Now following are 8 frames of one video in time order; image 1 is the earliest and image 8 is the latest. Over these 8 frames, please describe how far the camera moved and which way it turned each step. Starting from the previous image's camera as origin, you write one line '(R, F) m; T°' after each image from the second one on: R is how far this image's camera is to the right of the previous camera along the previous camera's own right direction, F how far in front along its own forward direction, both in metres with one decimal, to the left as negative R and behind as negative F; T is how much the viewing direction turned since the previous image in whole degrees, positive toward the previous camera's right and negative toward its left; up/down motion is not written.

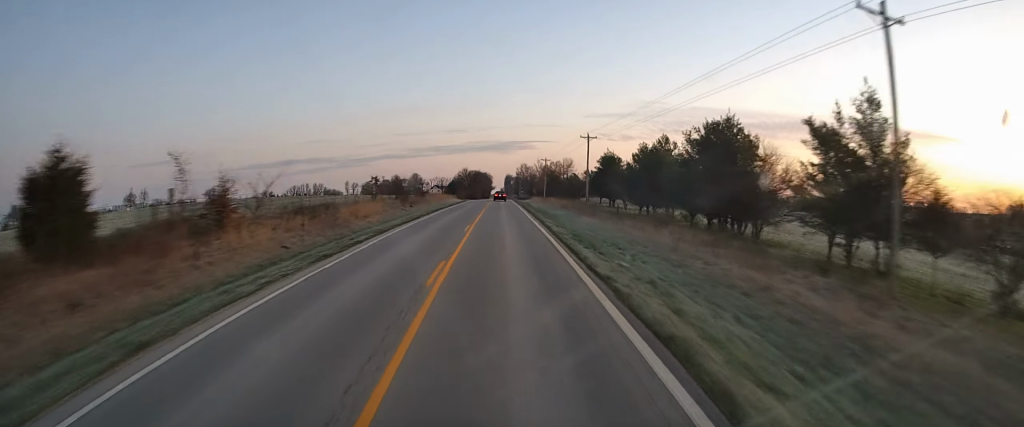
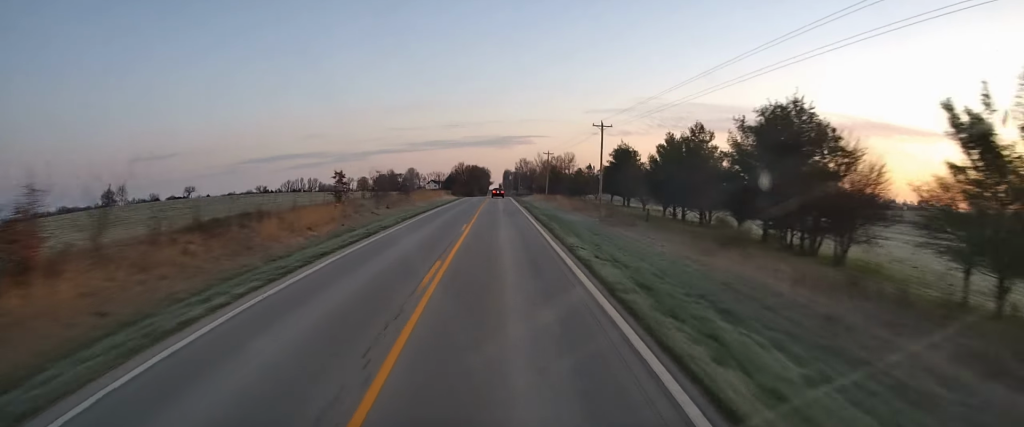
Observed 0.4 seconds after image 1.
(-0.1, +12.8) m; 0°
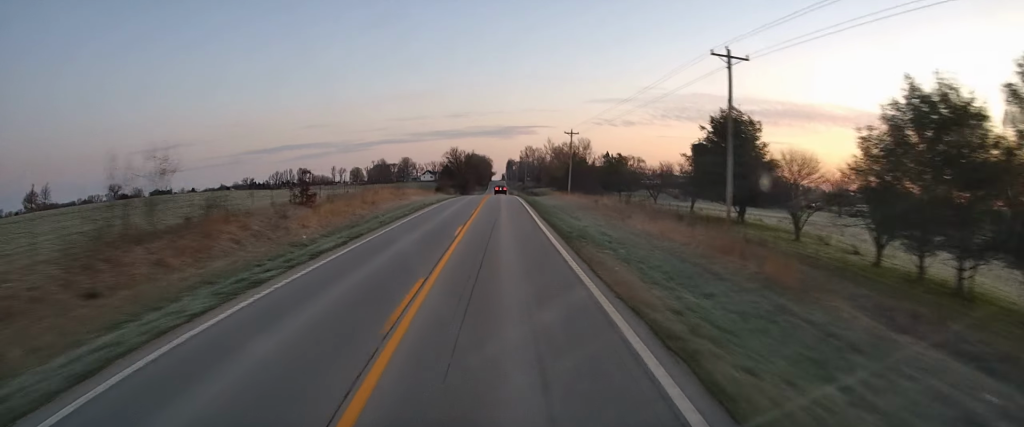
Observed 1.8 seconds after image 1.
(0.0, +41.0) m; +1°
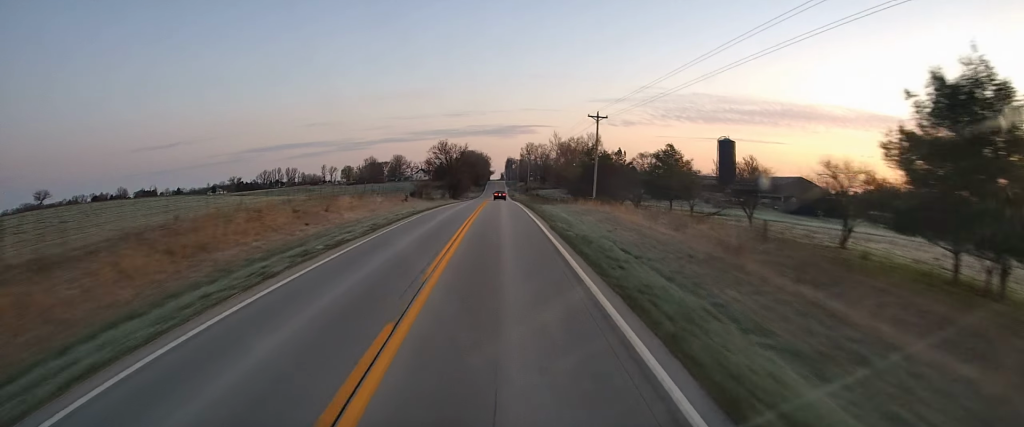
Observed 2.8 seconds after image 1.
(+0.5, +28.1) m; 0°
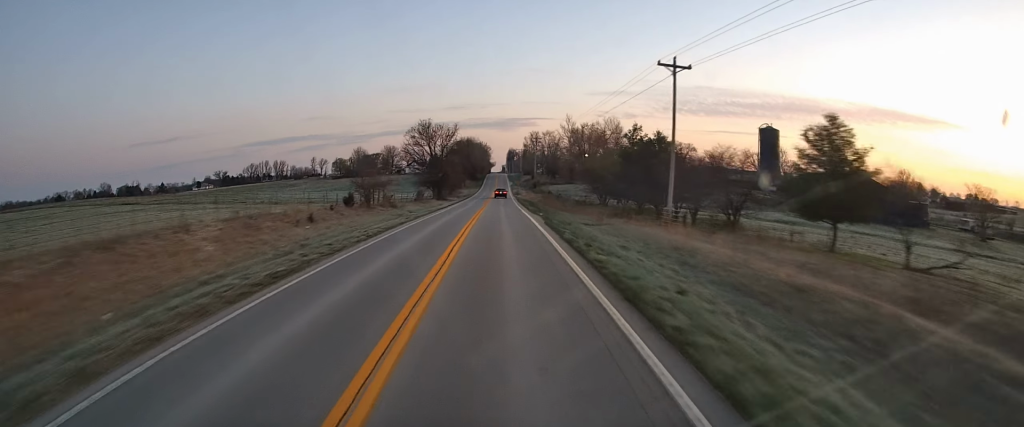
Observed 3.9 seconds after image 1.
(-0.6, +32.7) m; -2°
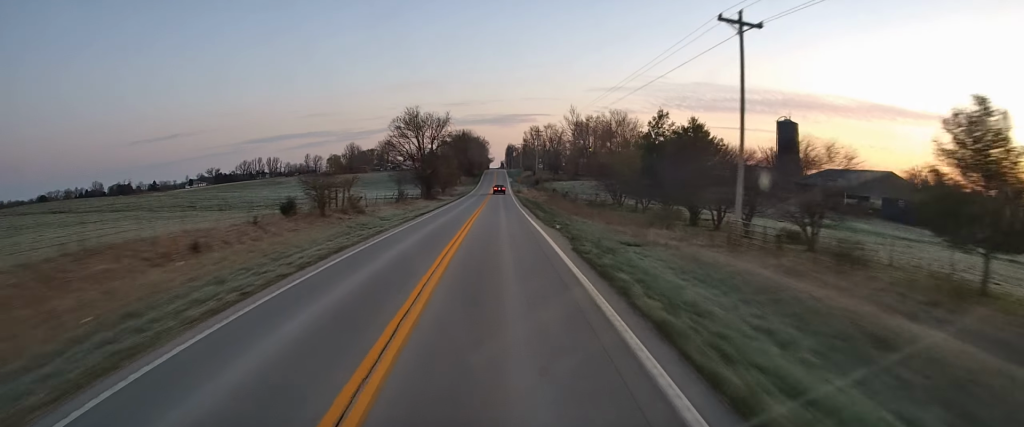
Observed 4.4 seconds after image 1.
(-0.2, +12.4) m; 0°
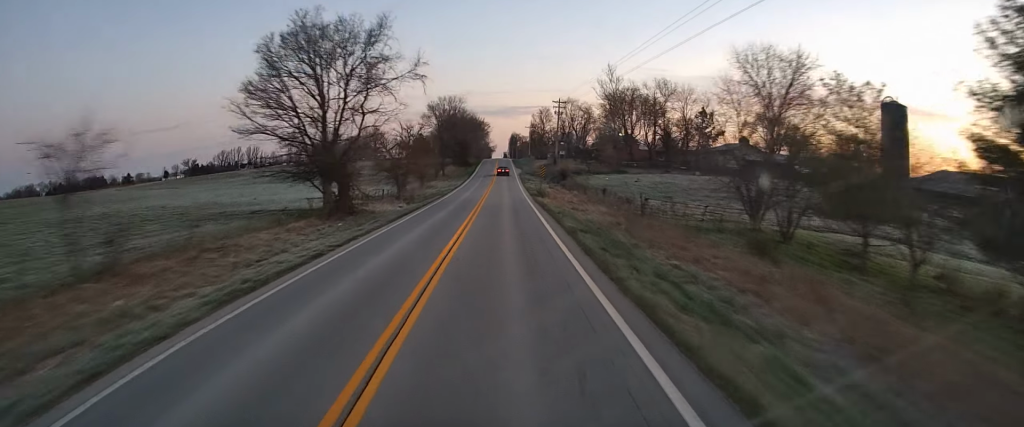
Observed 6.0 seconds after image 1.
(+0.4, +46.4) m; +2°
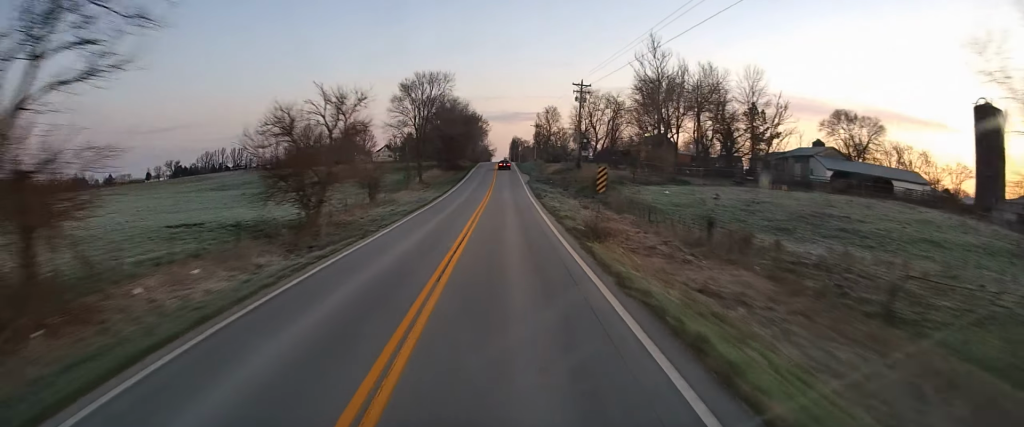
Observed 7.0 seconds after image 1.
(+0.5, +27.2) m; 0°
